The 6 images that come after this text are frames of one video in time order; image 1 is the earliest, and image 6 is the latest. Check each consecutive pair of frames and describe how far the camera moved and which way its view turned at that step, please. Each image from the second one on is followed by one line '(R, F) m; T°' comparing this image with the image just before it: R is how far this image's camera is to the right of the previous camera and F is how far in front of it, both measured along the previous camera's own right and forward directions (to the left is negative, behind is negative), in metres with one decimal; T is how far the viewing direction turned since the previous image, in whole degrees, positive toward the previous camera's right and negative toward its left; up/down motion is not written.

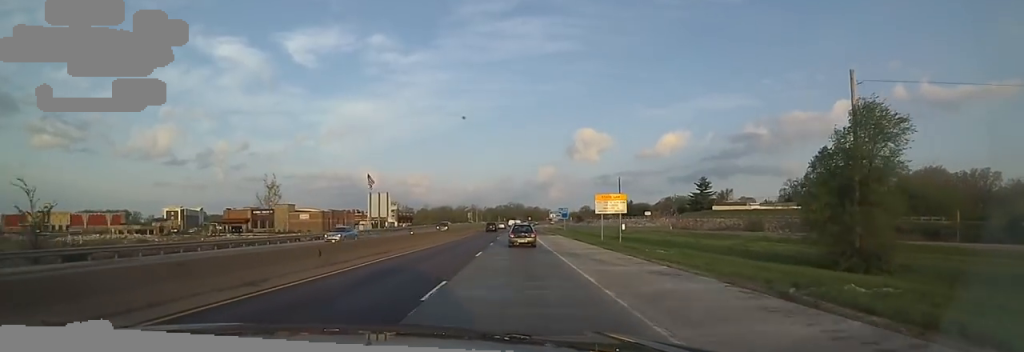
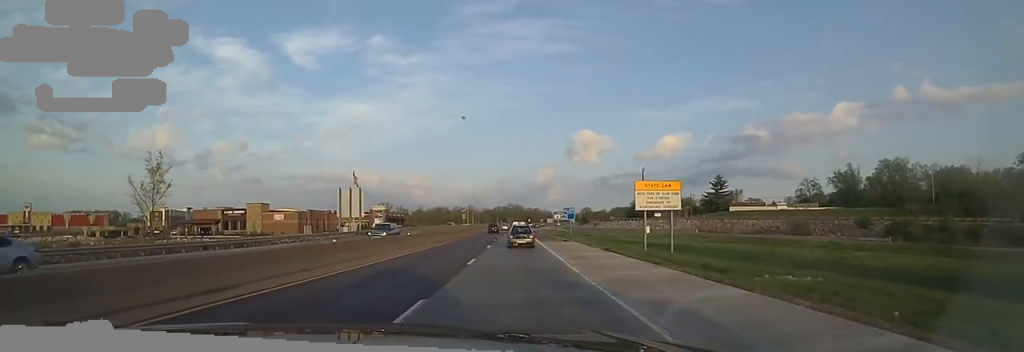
(+0.1, +14.8) m; -1°
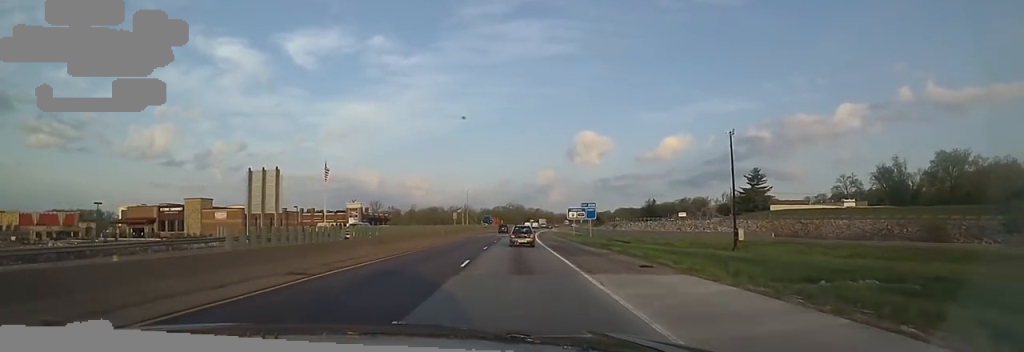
(-0.6, +26.4) m; -2°
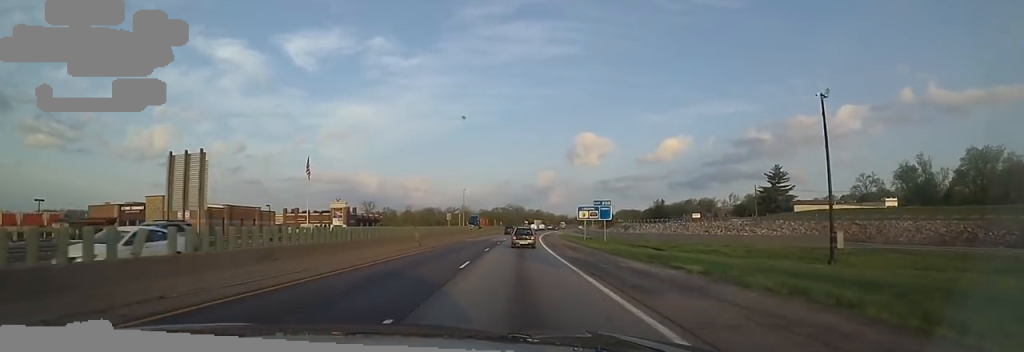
(-0.6, +12.5) m; 0°
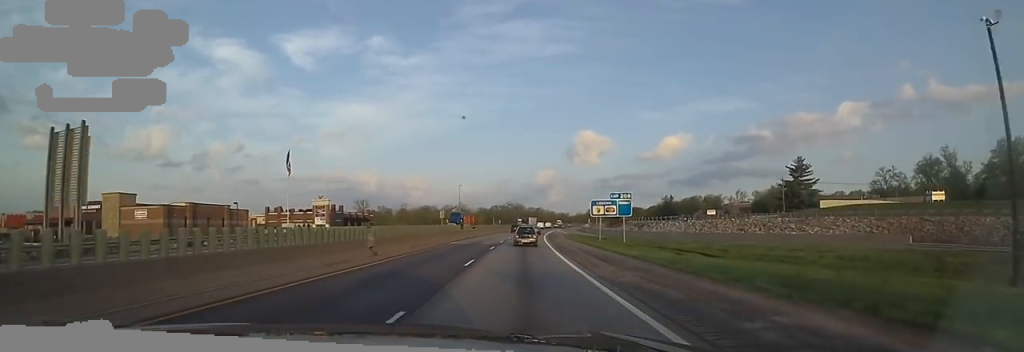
(+0.3, +11.5) m; 0°
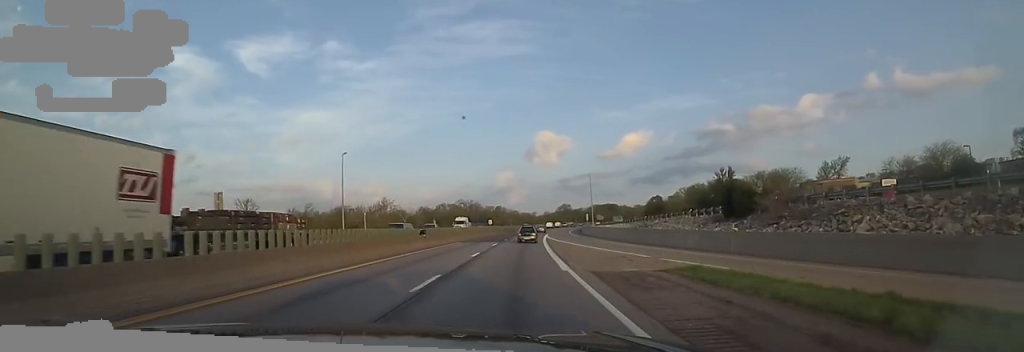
(+2.1, +77.6) m; +7°
